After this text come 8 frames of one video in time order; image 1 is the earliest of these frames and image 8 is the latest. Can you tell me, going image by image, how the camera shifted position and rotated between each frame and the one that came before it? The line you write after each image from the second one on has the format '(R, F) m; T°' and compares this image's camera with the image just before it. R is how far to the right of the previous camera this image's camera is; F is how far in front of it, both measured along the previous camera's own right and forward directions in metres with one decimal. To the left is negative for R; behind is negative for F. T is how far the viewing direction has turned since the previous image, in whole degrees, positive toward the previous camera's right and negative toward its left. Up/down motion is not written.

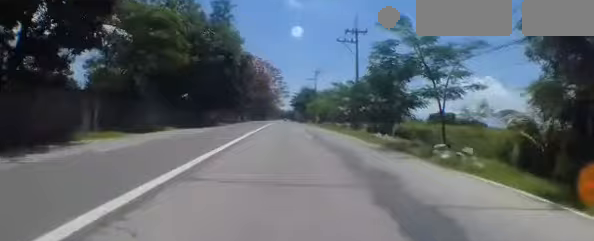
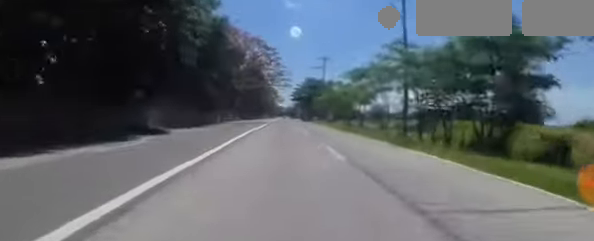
(0.0, +18.6) m; 0°
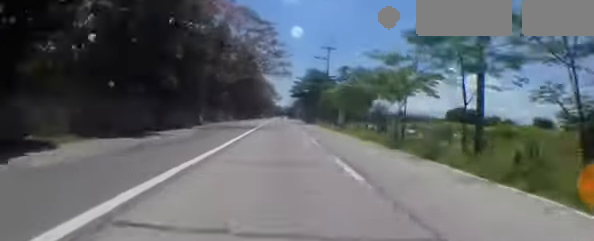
(0.0, +10.8) m; 0°
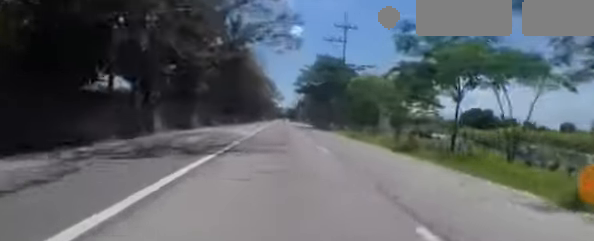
(0.0, +14.5) m; 0°
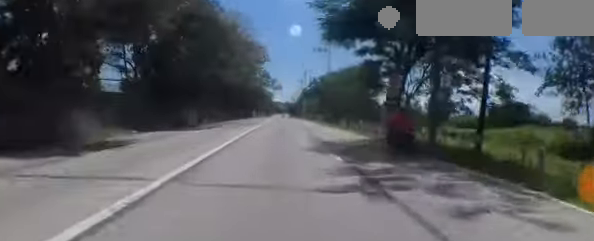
(0.0, +28.4) m; 0°
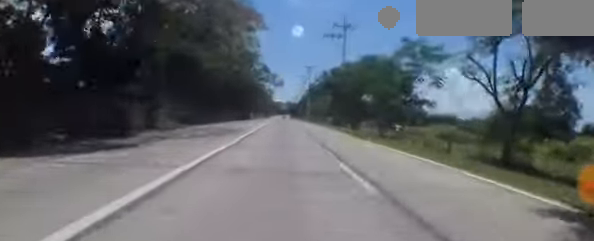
(0.0, +13.2) m; 0°
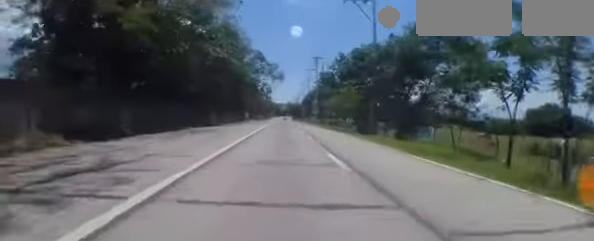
(0.0, +14.7) m; 0°
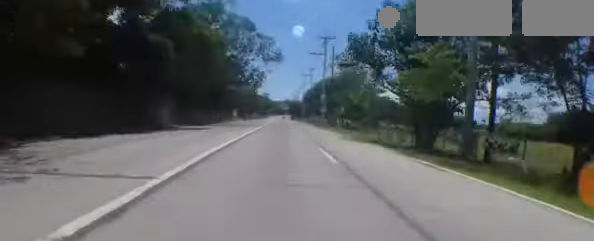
(0.0, +16.3) m; 0°
